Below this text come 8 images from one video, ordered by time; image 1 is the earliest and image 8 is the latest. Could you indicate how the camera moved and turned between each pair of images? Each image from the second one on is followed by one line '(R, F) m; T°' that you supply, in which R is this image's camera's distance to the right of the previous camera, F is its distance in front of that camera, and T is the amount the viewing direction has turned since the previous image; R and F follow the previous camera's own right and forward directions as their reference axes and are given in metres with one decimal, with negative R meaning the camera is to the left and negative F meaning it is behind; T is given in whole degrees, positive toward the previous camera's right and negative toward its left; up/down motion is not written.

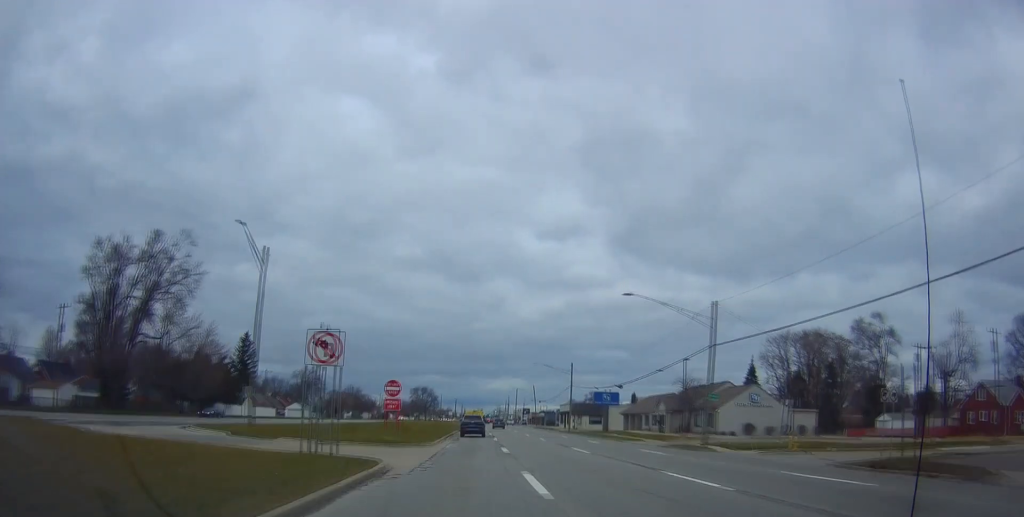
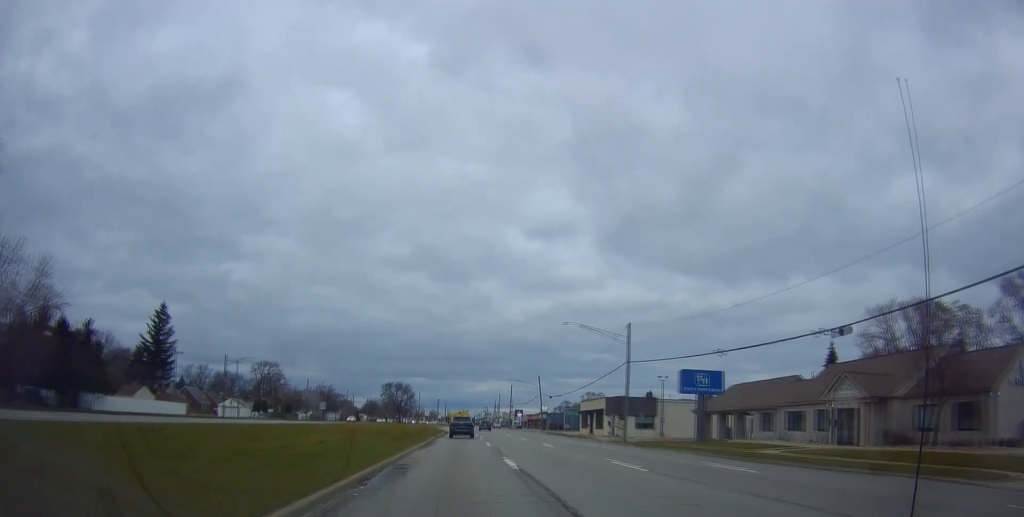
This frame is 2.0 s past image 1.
(+2.1, +39.7) m; +3°
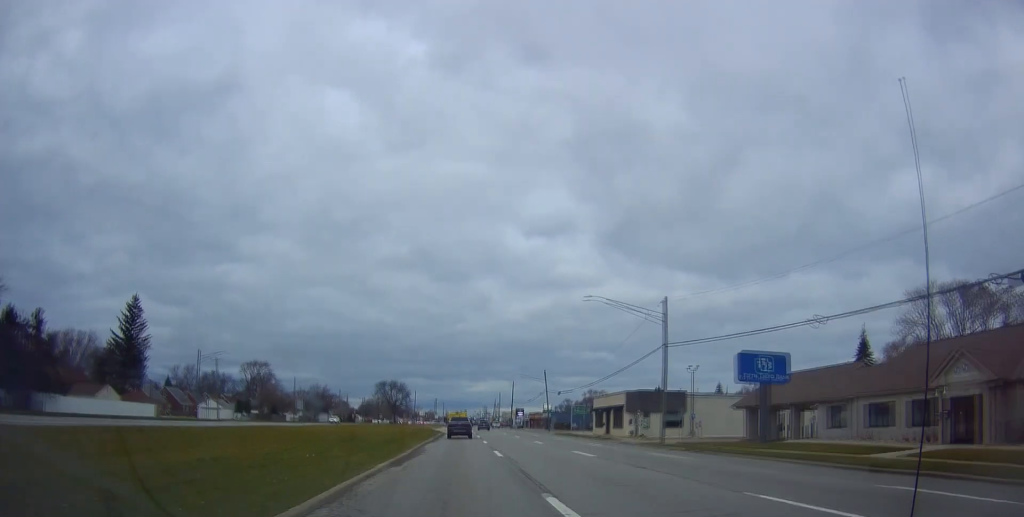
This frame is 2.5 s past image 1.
(-0.4, +10.6) m; -1°
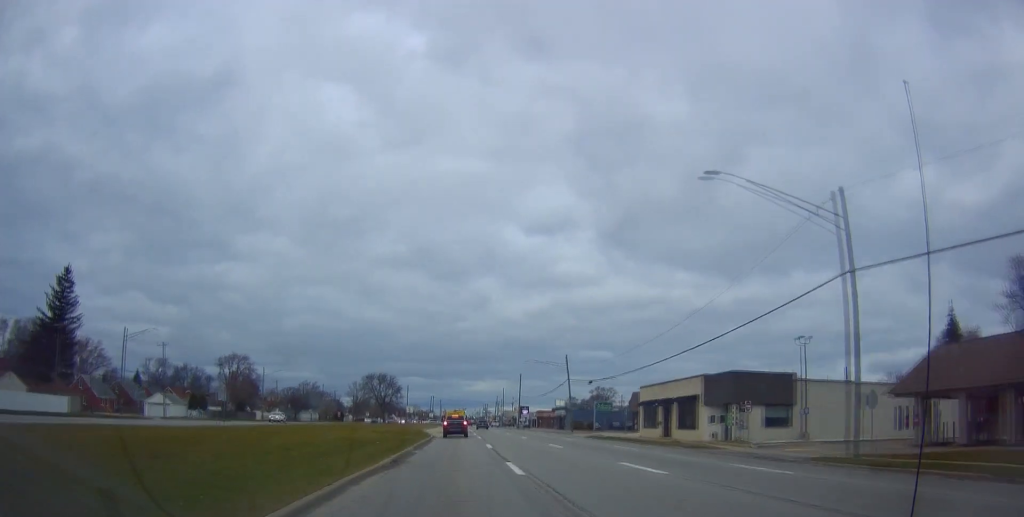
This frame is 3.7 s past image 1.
(0.0, +22.9) m; +1°
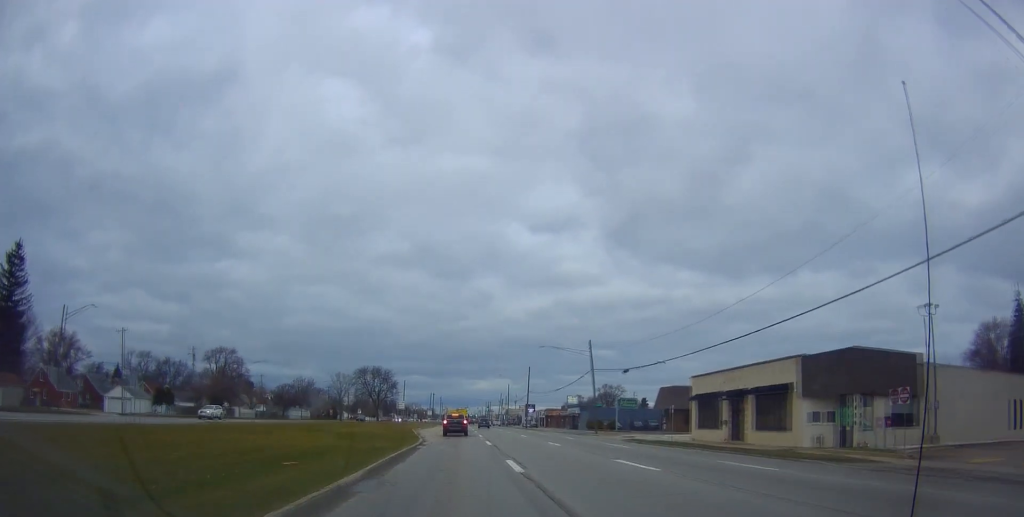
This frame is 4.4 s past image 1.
(+0.2, +14.1) m; 0°
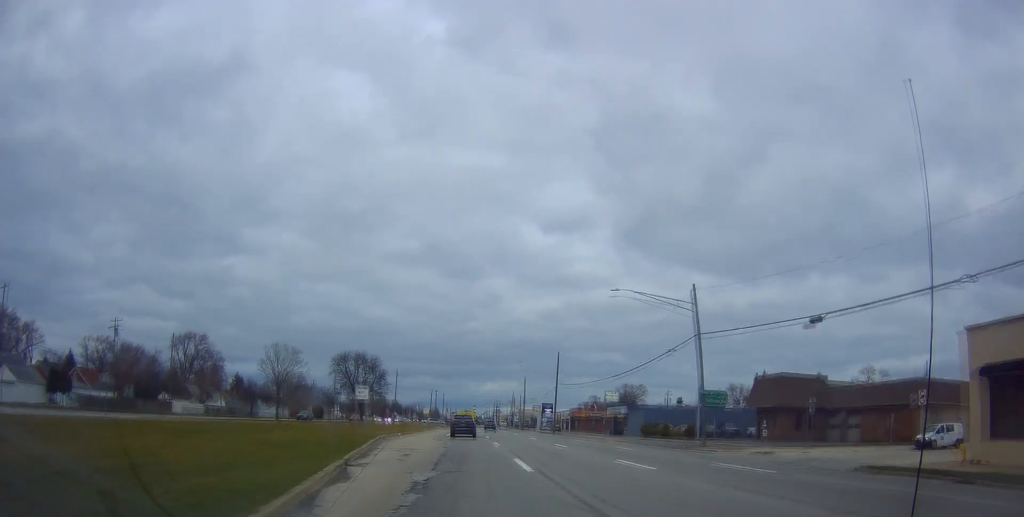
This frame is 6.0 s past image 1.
(-0.6, +30.4) m; 0°
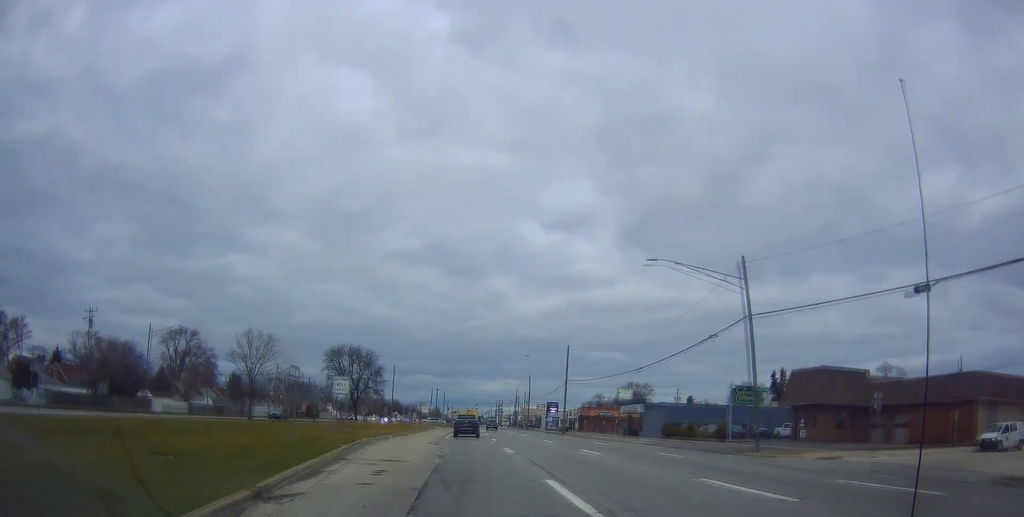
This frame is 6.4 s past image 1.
(+0.3, +7.4) m; 0°
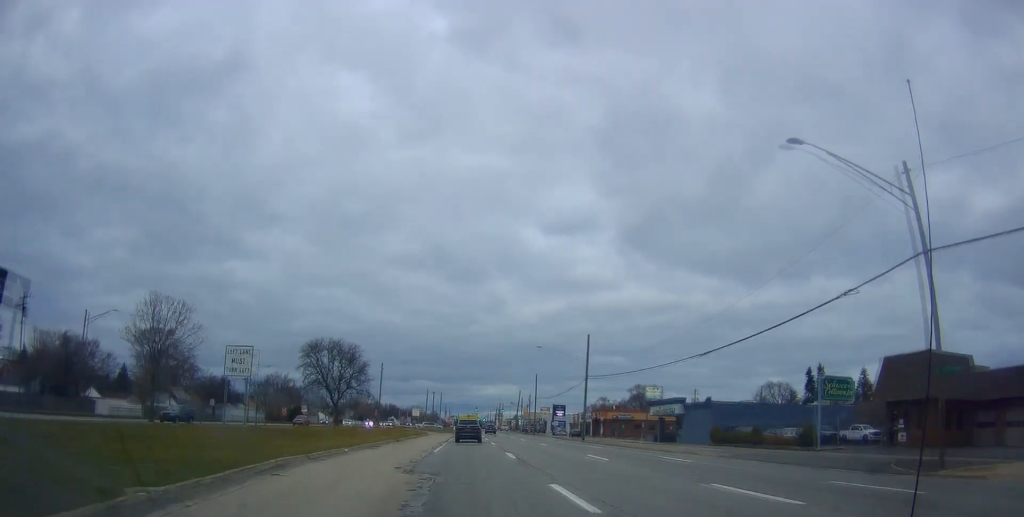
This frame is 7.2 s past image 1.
(+0.2, +15.3) m; 0°
